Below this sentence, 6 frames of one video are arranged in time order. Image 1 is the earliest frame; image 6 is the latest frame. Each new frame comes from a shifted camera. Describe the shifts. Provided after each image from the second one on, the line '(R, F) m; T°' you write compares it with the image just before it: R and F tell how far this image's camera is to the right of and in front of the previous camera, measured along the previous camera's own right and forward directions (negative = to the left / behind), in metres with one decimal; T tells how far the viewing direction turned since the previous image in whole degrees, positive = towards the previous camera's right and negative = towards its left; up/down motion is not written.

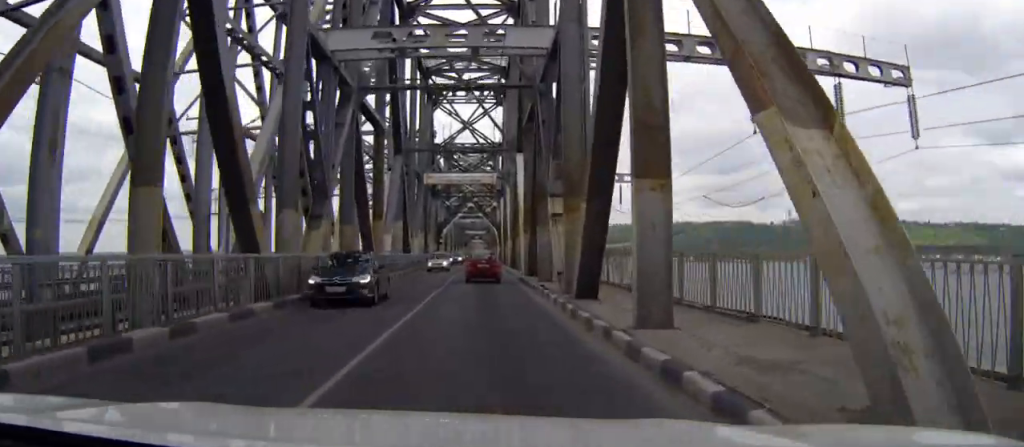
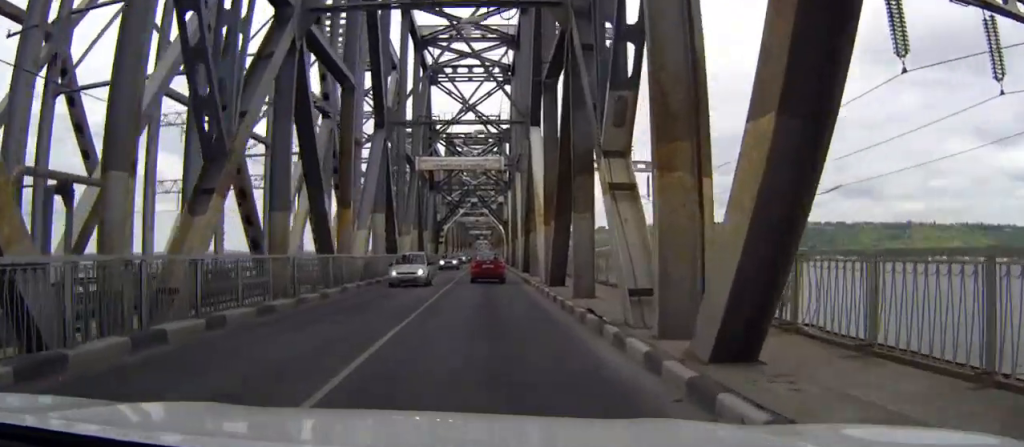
(0.0, +11.7) m; 0°
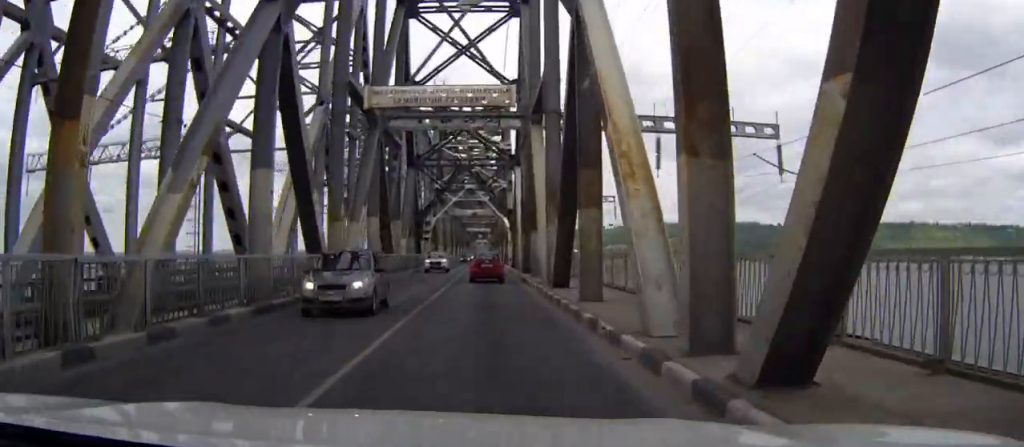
(-0.2, +22.3) m; -1°
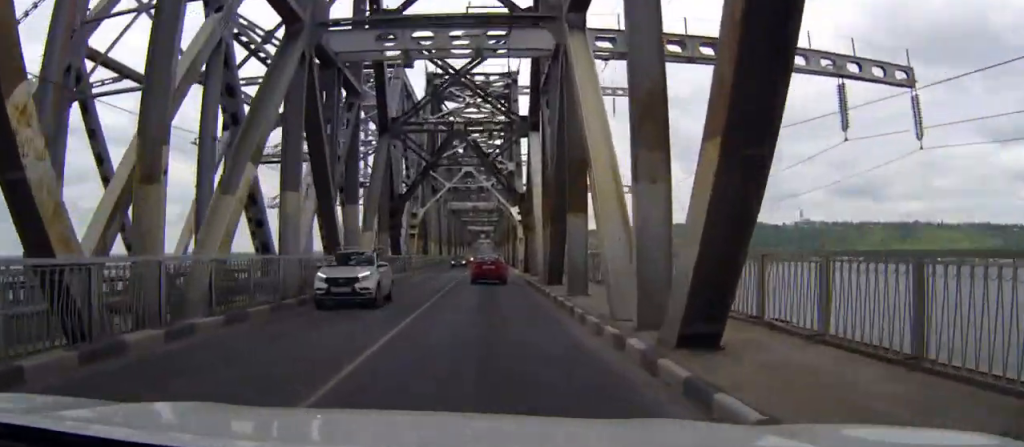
(0.0, +16.9) m; 0°
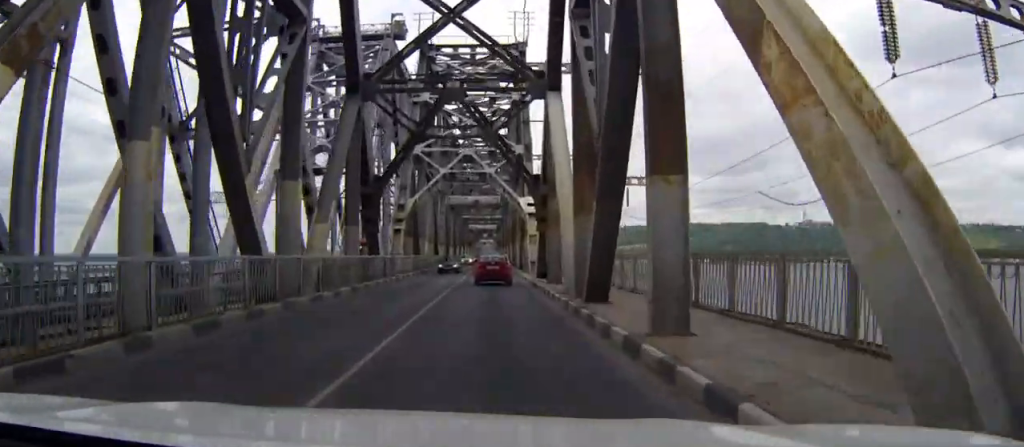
(0.0, +10.6) m; 0°
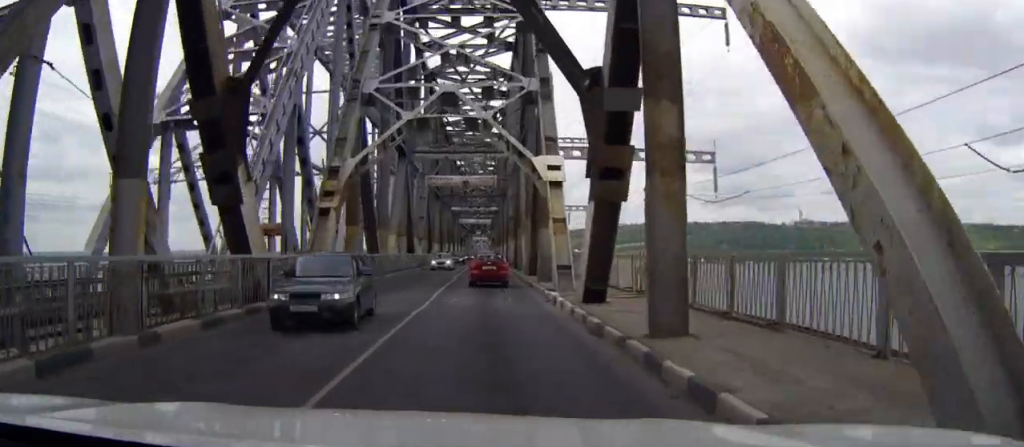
(+0.2, +20.2) m; +1°
